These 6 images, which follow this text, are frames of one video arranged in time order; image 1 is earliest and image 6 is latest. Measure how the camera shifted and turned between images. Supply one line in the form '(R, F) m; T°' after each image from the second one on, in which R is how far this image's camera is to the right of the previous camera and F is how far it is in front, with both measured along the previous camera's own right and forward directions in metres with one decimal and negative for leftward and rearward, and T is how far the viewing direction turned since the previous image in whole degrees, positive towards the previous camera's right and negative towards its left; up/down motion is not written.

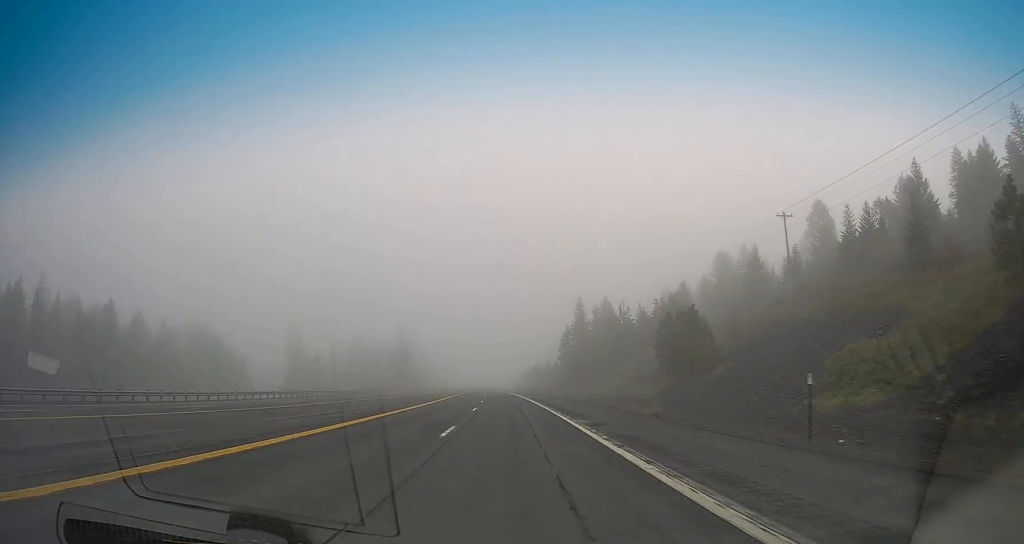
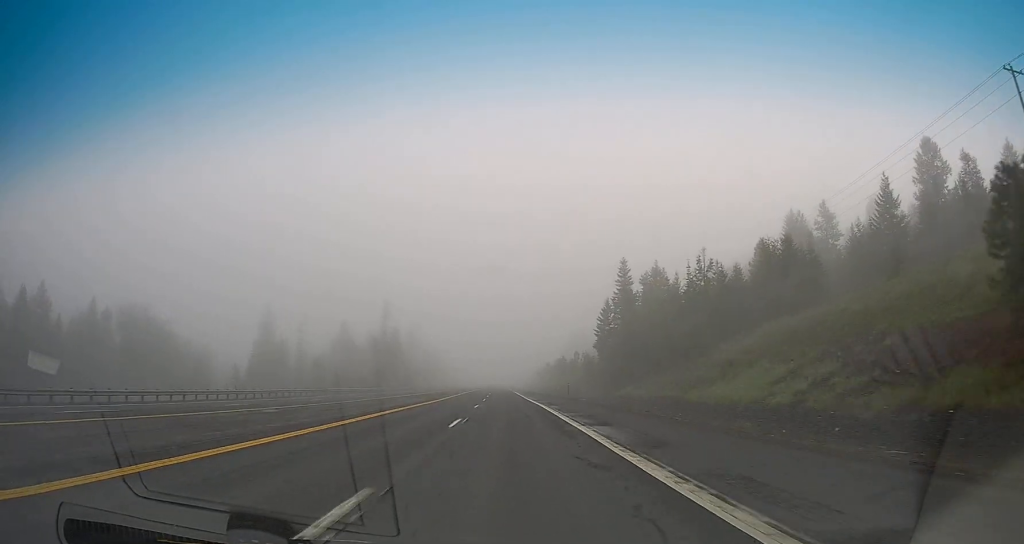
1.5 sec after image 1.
(-0.1, +42.9) m; 0°
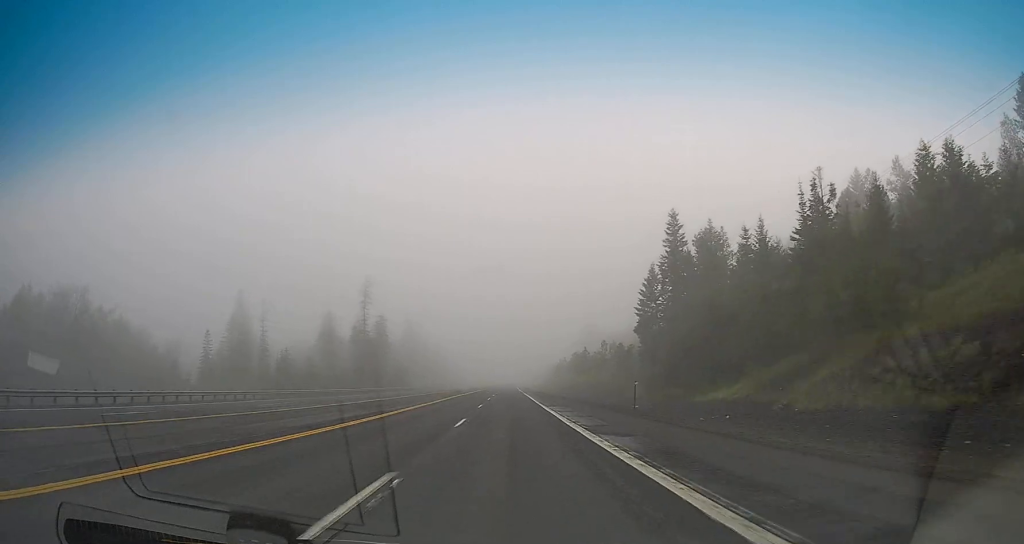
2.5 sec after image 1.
(0.0, +29.3) m; 0°
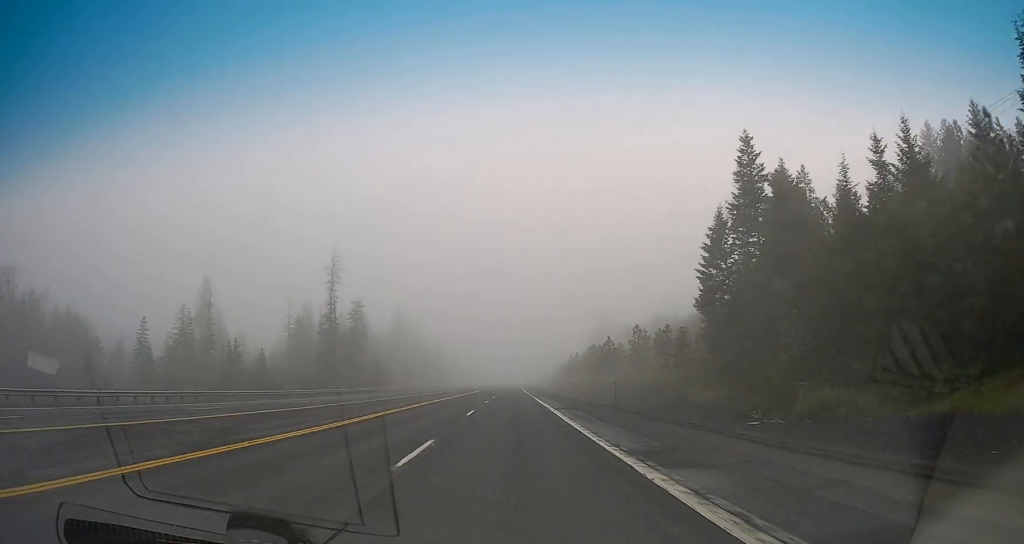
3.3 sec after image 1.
(0.0, +25.4) m; -1°
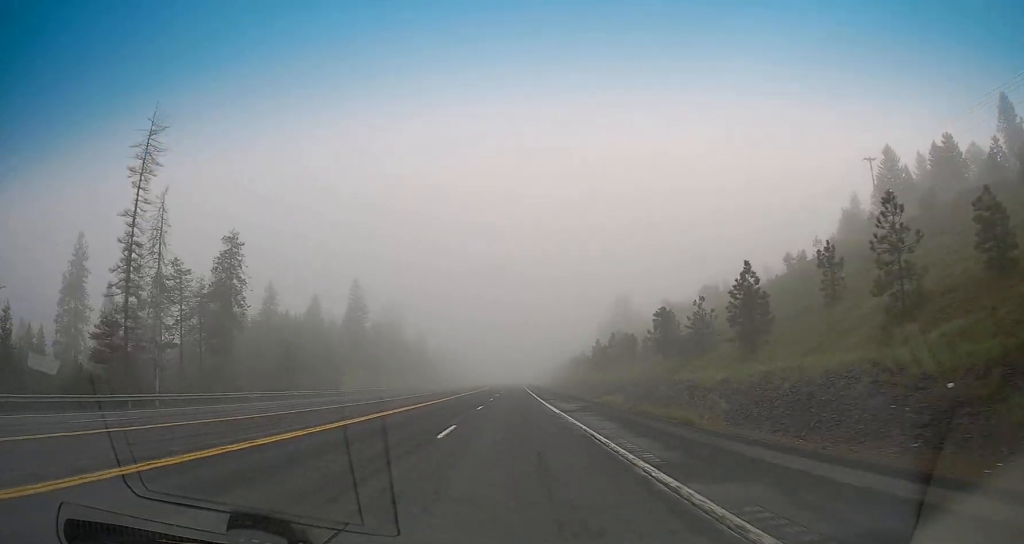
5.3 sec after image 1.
(-1.0, +56.8) m; -1°
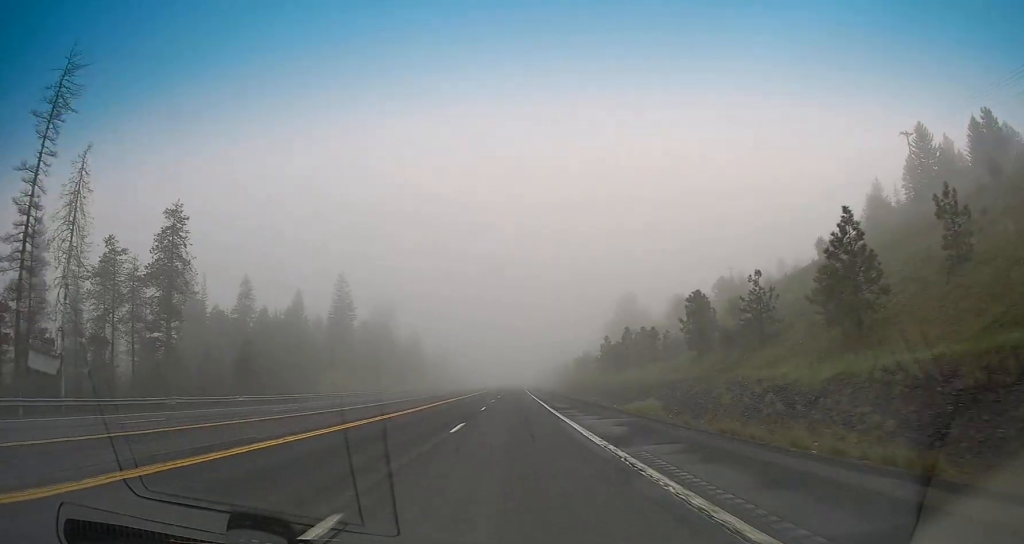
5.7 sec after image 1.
(0.0, +12.7) m; 0°
